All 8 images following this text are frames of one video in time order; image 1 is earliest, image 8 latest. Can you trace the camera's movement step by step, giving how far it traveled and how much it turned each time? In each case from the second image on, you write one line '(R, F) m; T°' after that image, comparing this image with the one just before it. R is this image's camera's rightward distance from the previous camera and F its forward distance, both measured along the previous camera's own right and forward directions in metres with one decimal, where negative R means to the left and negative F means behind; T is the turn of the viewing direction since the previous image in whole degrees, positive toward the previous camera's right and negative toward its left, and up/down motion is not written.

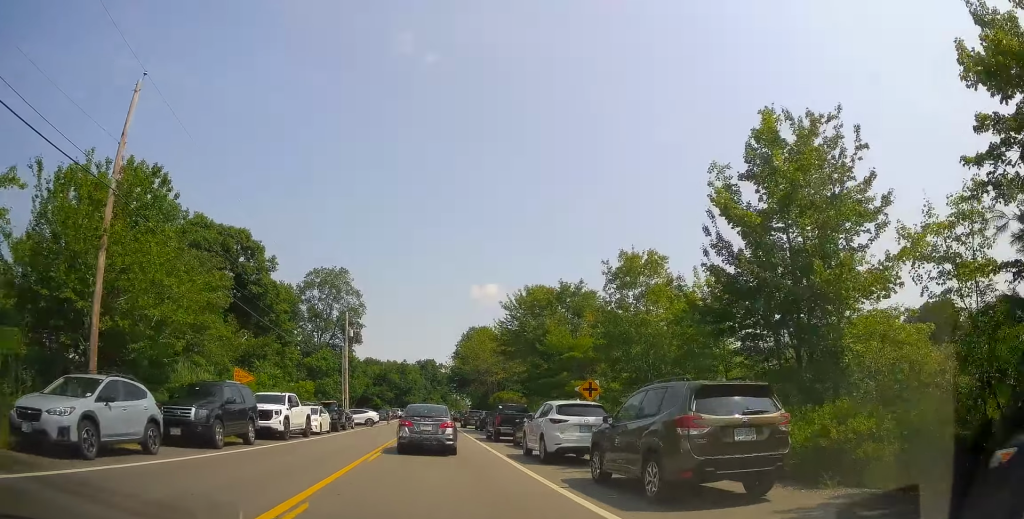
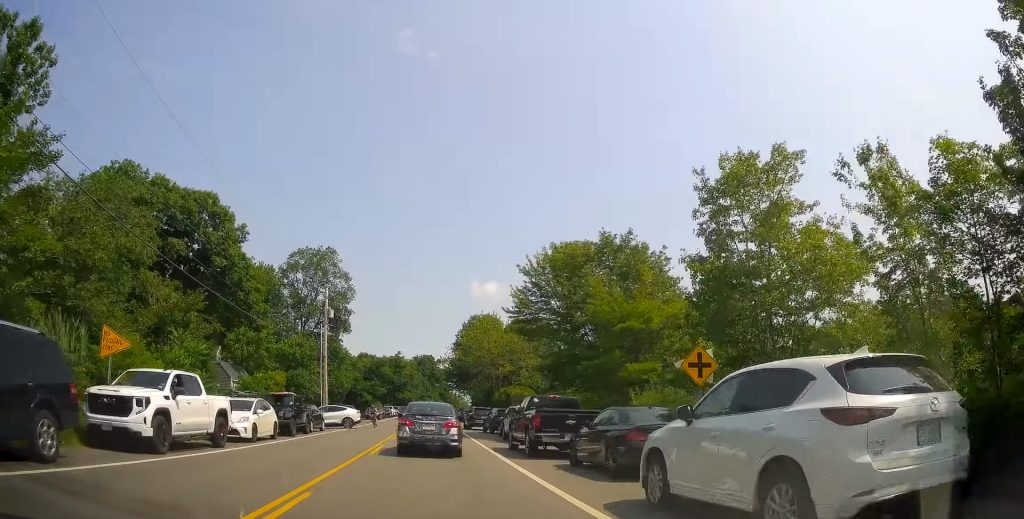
(-0.3, +11.1) m; +1°
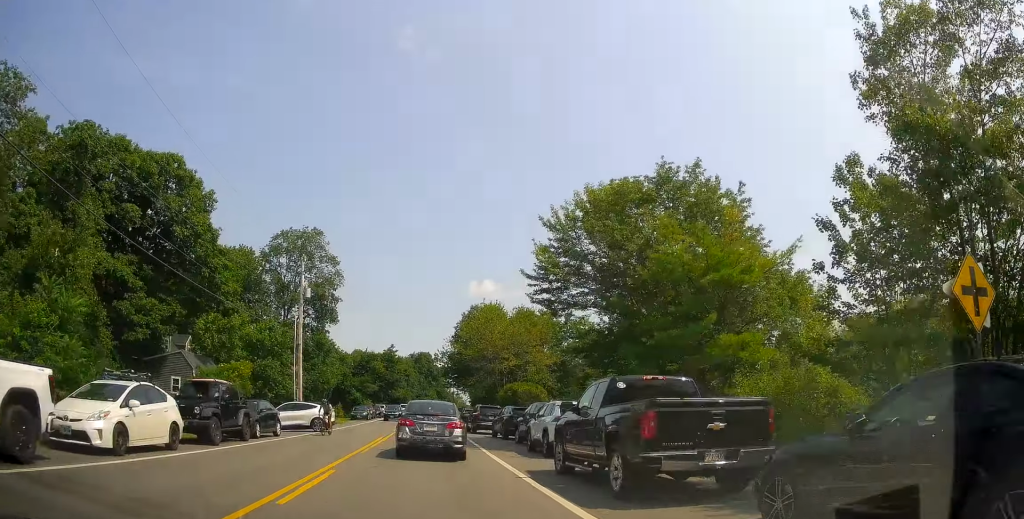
(+0.1, +8.8) m; -1°
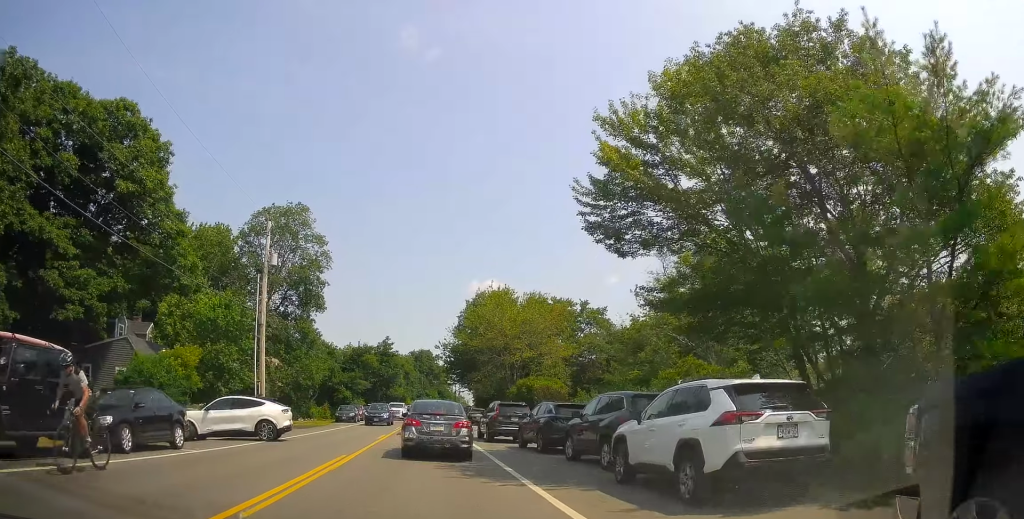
(-0.3, +10.1) m; -1°
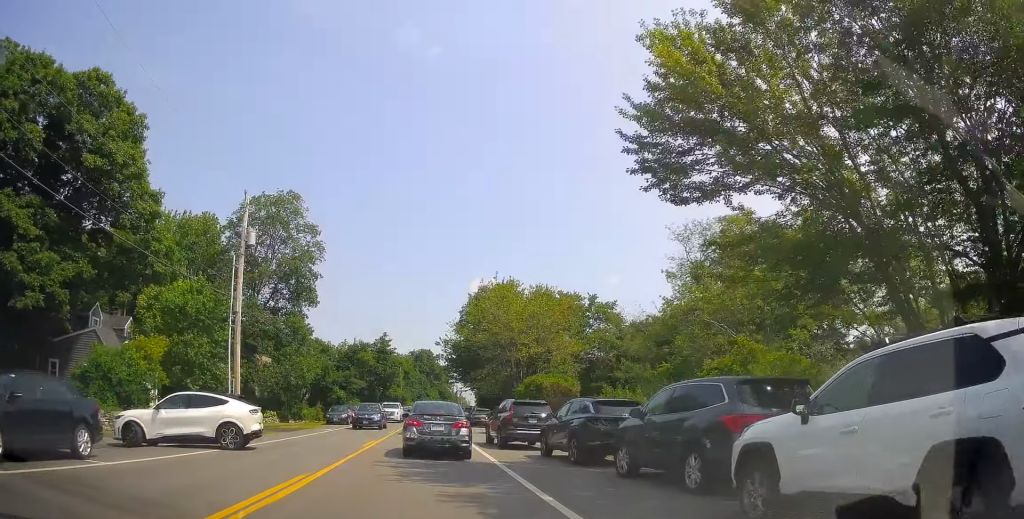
(0.0, +4.9) m; +3°
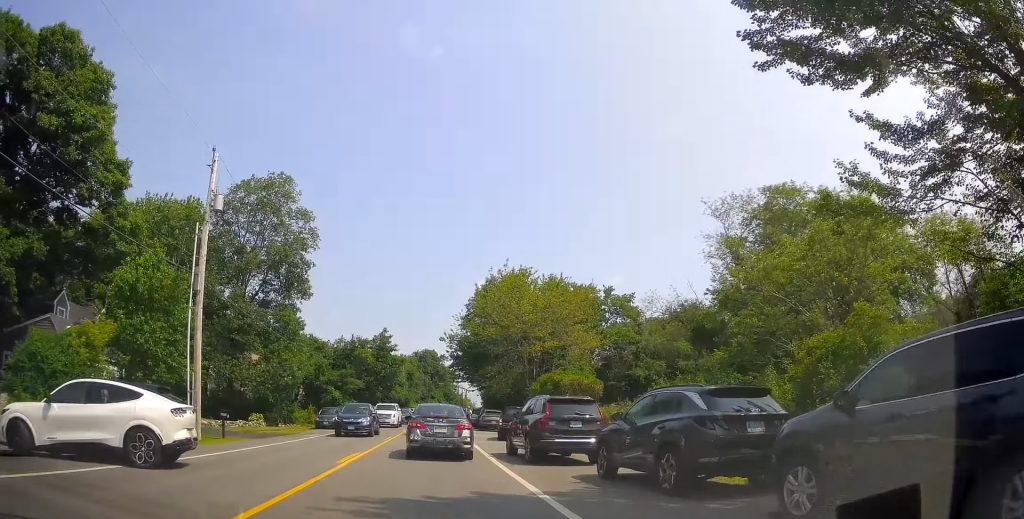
(+0.3, +6.0) m; 0°
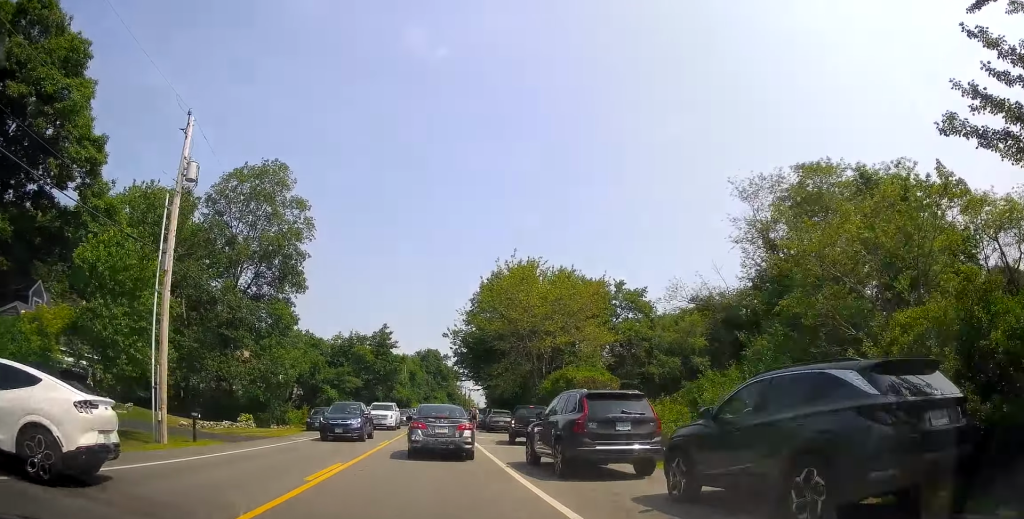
(-0.1, +3.7) m; -1°
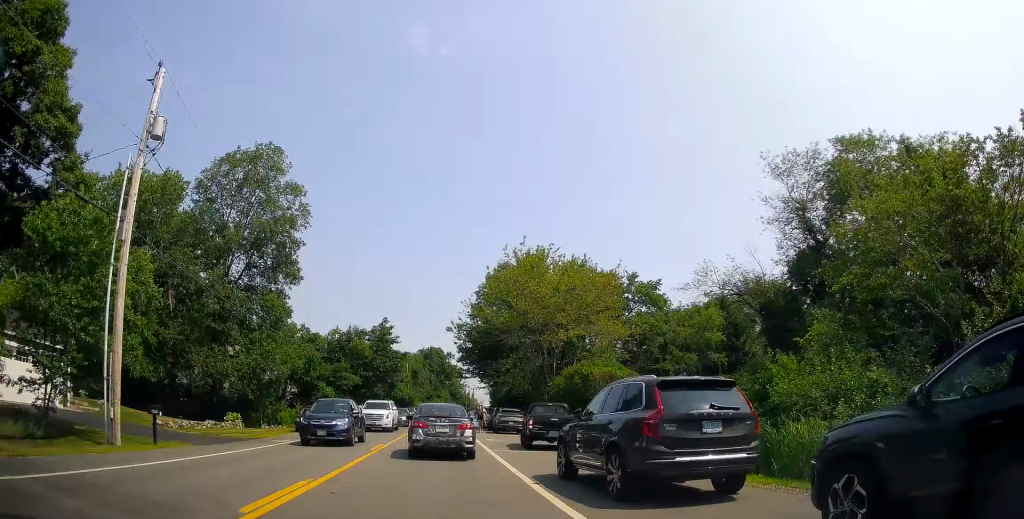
(-0.3, +3.6) m; 0°
